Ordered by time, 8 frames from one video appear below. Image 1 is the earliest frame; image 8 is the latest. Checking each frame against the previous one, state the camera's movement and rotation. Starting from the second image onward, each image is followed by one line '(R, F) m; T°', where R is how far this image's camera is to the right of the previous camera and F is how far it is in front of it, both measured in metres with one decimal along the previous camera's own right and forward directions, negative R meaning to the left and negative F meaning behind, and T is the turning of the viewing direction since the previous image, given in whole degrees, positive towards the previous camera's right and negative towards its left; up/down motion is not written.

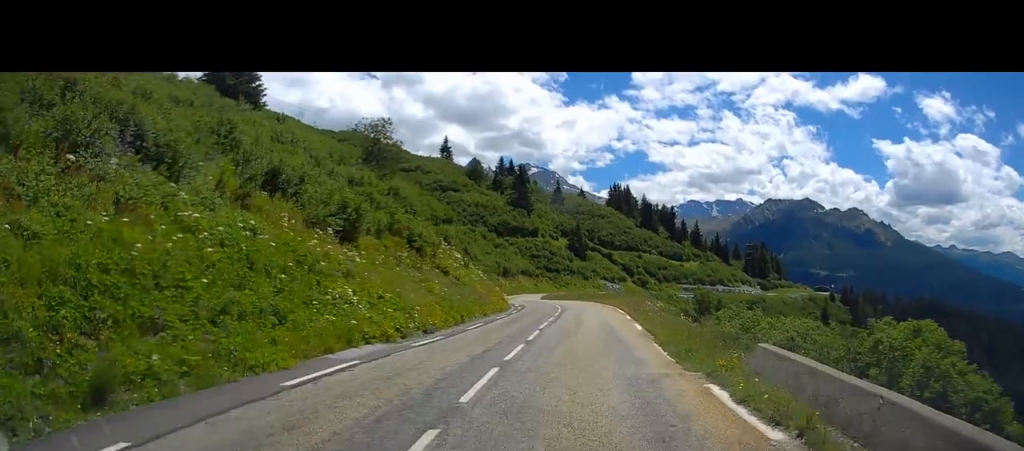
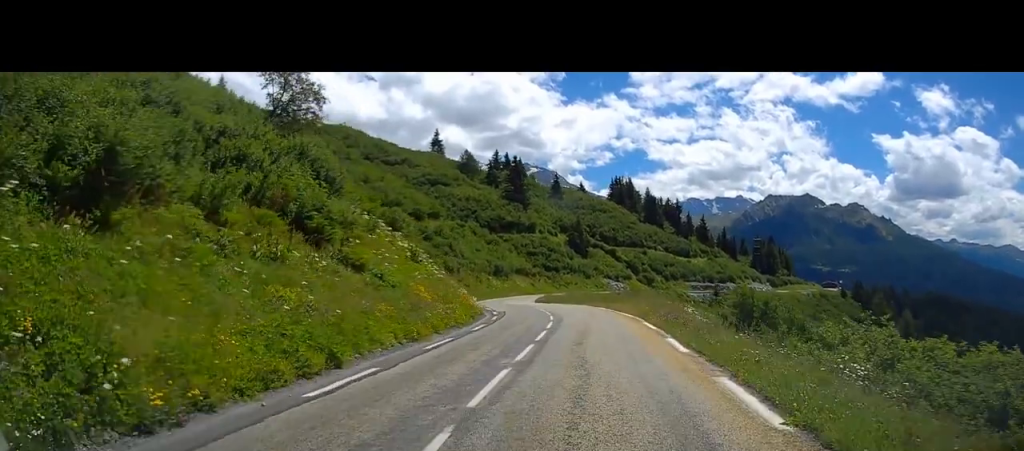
(-0.3, +12.9) m; -2°
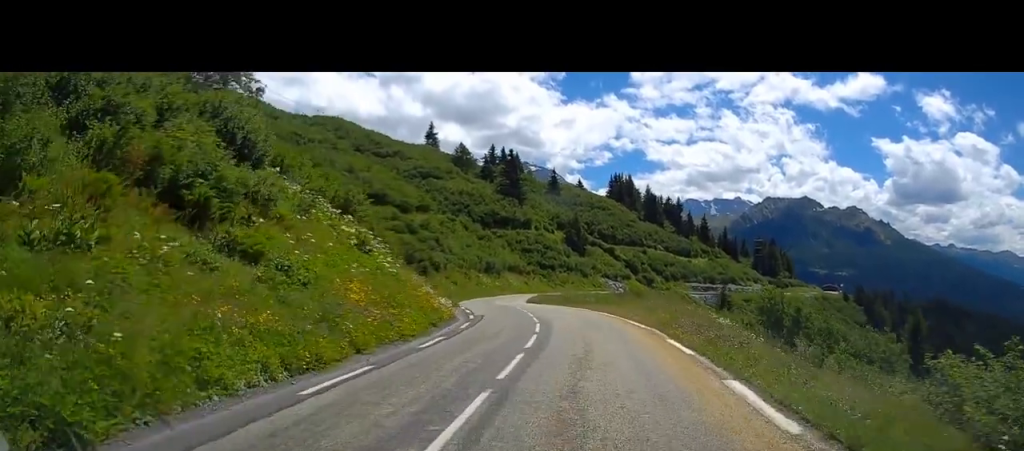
(-0.1, +7.4) m; -2°
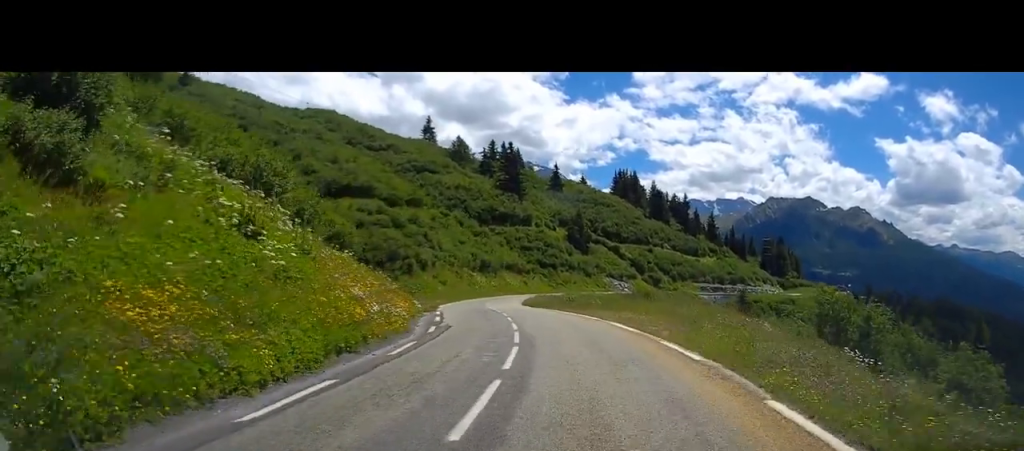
(-0.1, +9.2) m; -2°
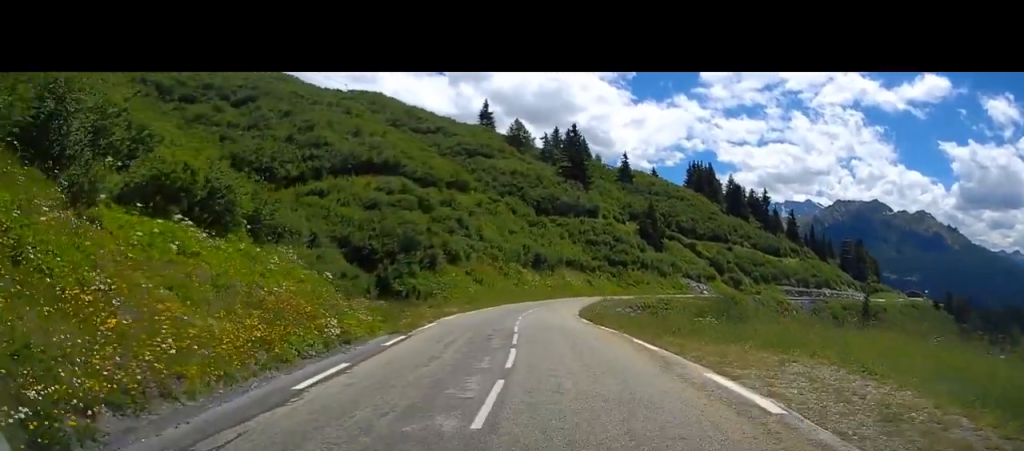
(-0.6, +19.4) m; -3°
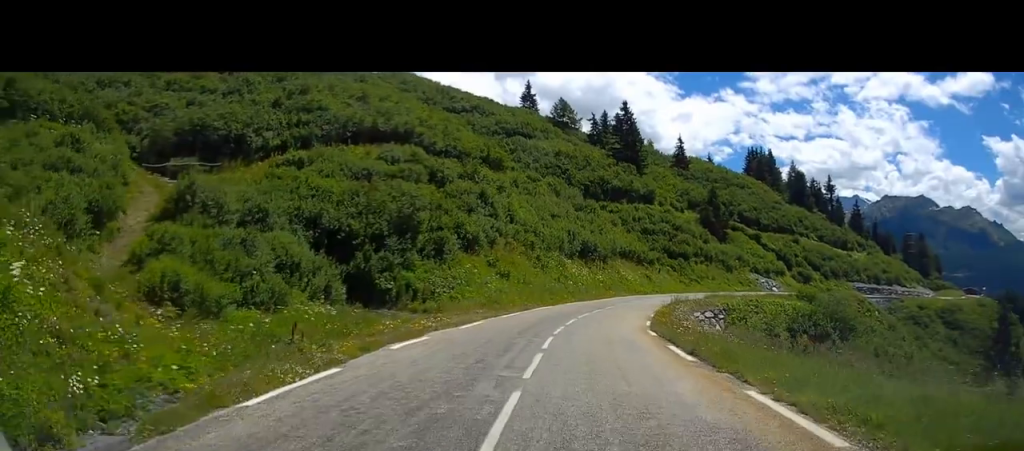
(-0.4, +15.1) m; +1°
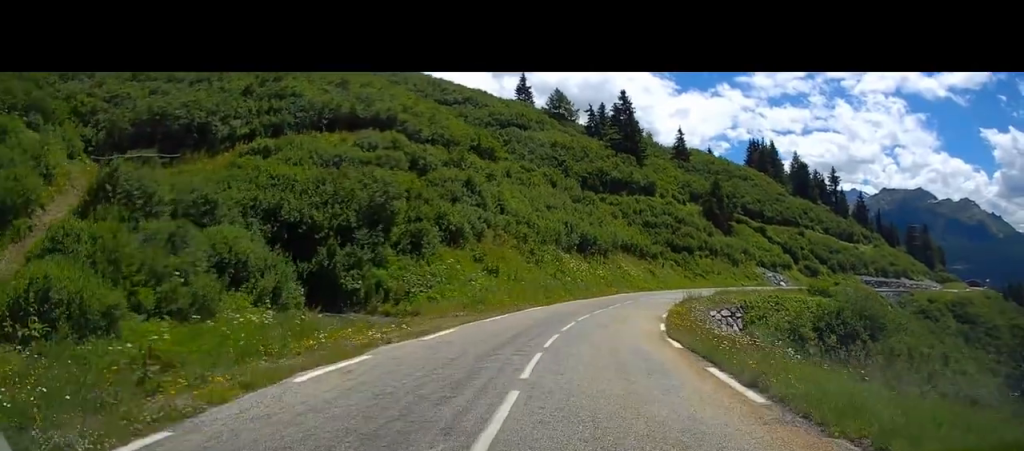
(+0.2, +4.7) m; +1°
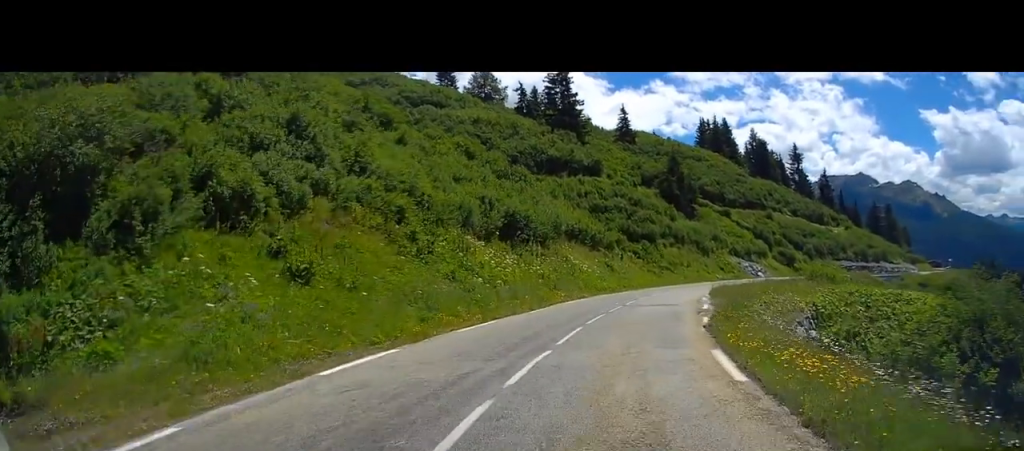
(+0.7, +17.9) m; +5°
